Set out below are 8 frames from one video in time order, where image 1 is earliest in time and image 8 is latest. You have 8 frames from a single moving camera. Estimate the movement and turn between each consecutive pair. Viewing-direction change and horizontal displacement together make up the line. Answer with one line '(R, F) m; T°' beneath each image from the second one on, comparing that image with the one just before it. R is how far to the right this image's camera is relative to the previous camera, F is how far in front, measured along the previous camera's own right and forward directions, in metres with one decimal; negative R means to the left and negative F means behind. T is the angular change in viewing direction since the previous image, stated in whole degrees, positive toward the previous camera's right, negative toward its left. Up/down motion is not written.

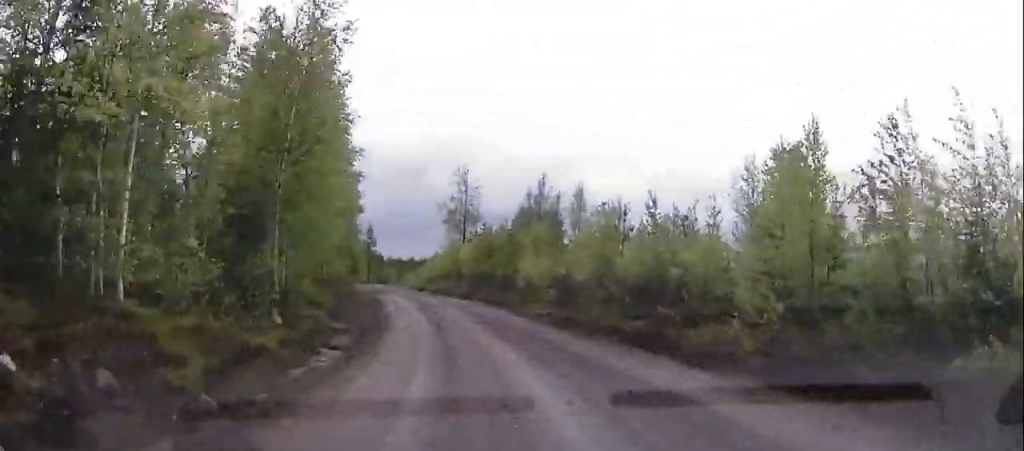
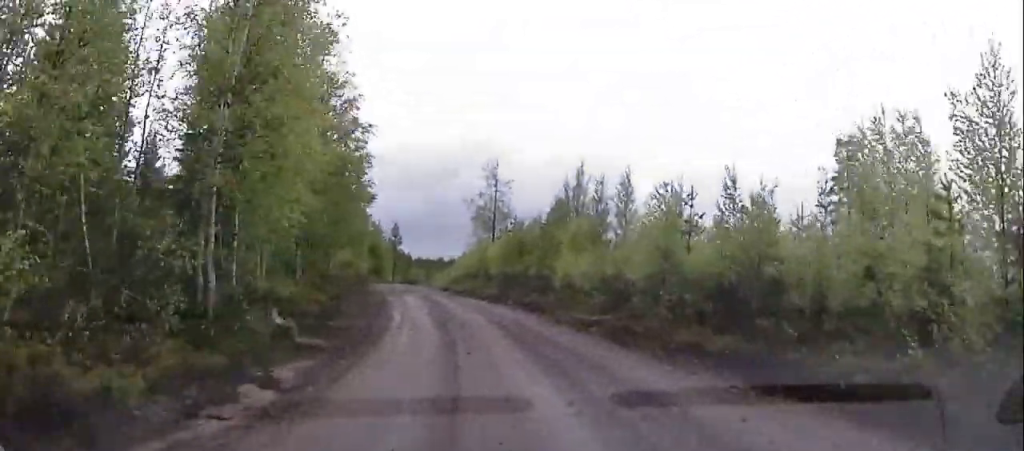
(+0.1, +5.9) m; -3°
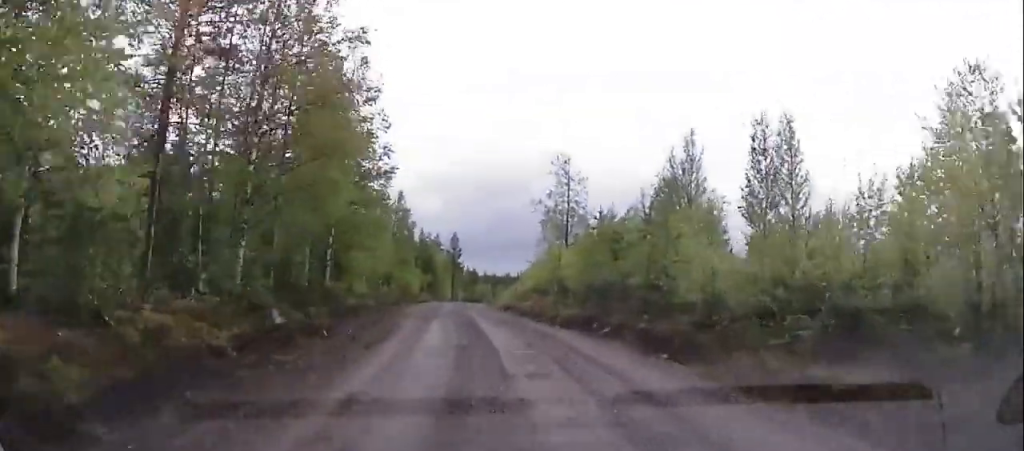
(-1.5, +13.9) m; -6°
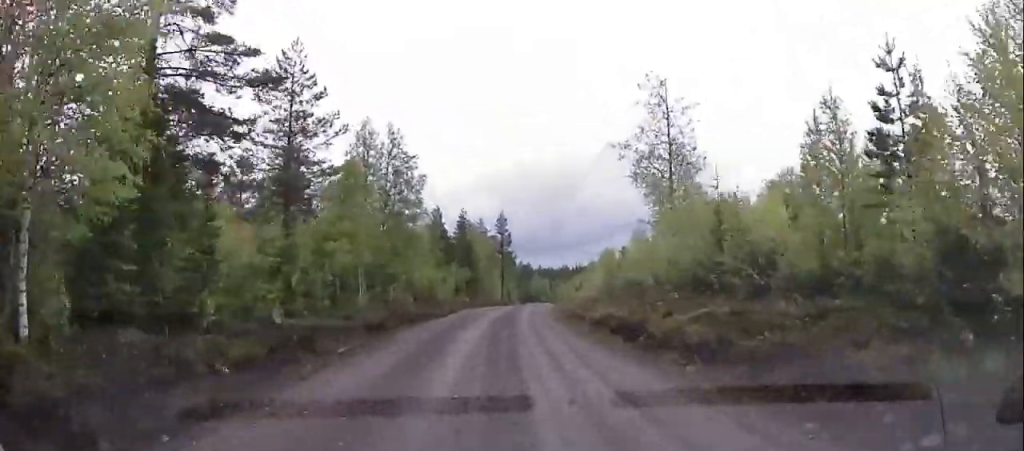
(-0.9, +27.2) m; -4°
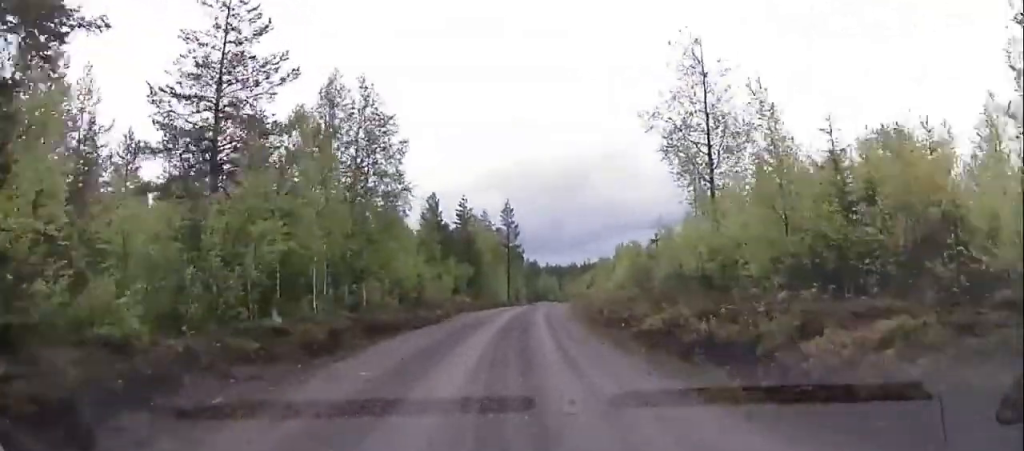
(0.0, +8.4) m; 0°
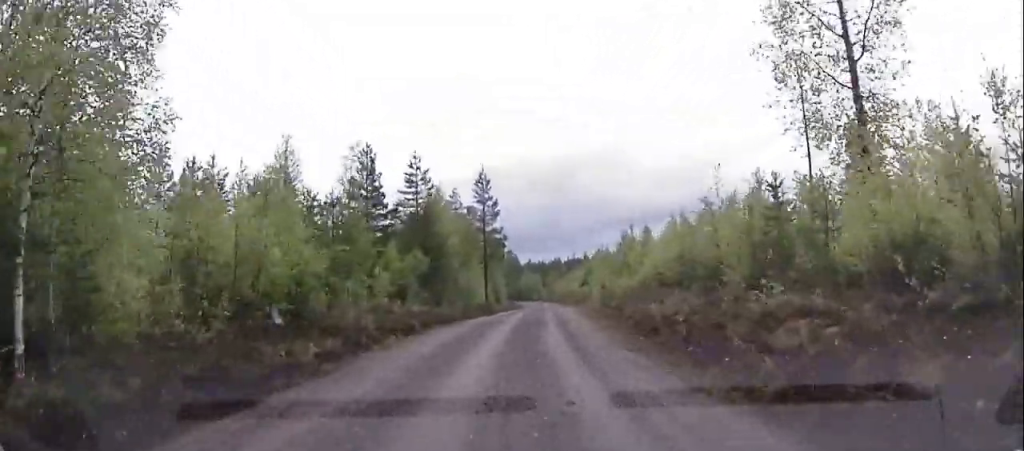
(+0.4, +20.3) m; +2°
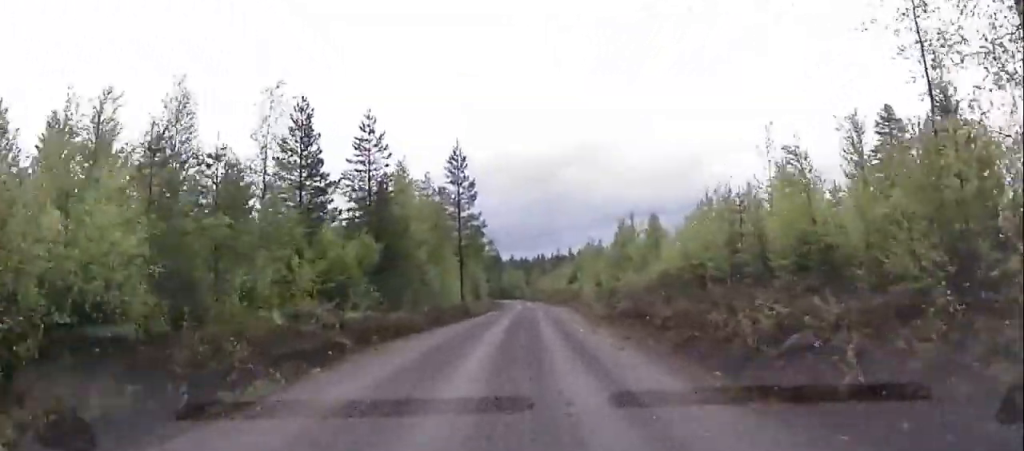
(+0.1, +9.7) m; +1°
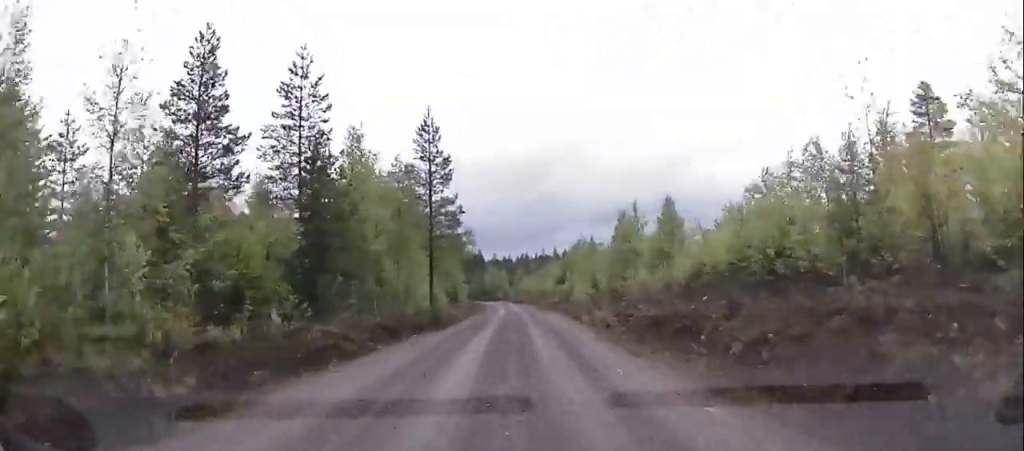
(0.0, +9.2) m; 0°
